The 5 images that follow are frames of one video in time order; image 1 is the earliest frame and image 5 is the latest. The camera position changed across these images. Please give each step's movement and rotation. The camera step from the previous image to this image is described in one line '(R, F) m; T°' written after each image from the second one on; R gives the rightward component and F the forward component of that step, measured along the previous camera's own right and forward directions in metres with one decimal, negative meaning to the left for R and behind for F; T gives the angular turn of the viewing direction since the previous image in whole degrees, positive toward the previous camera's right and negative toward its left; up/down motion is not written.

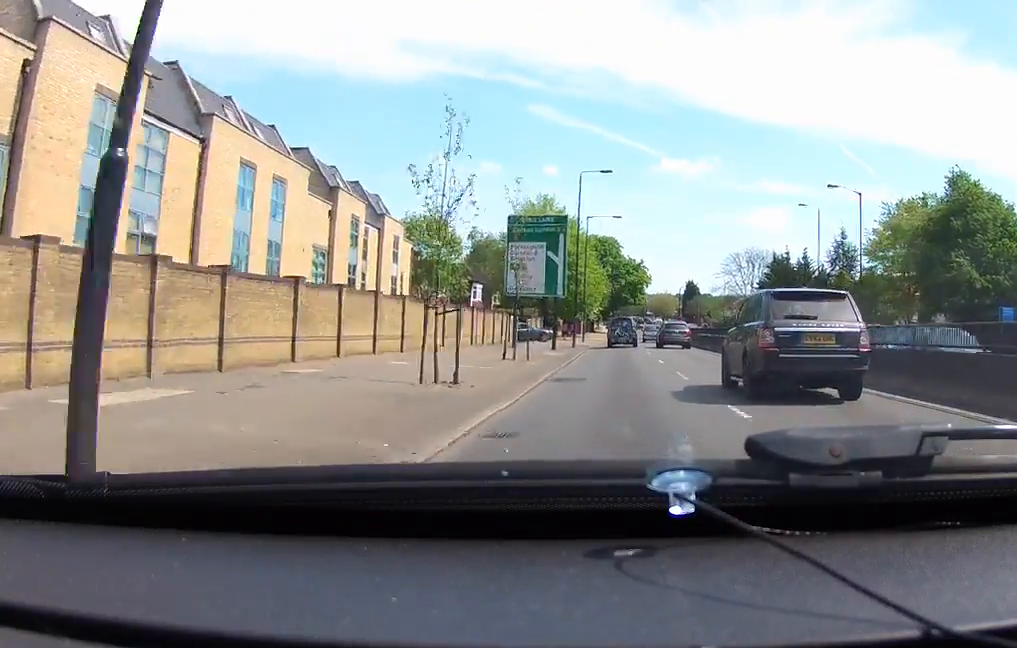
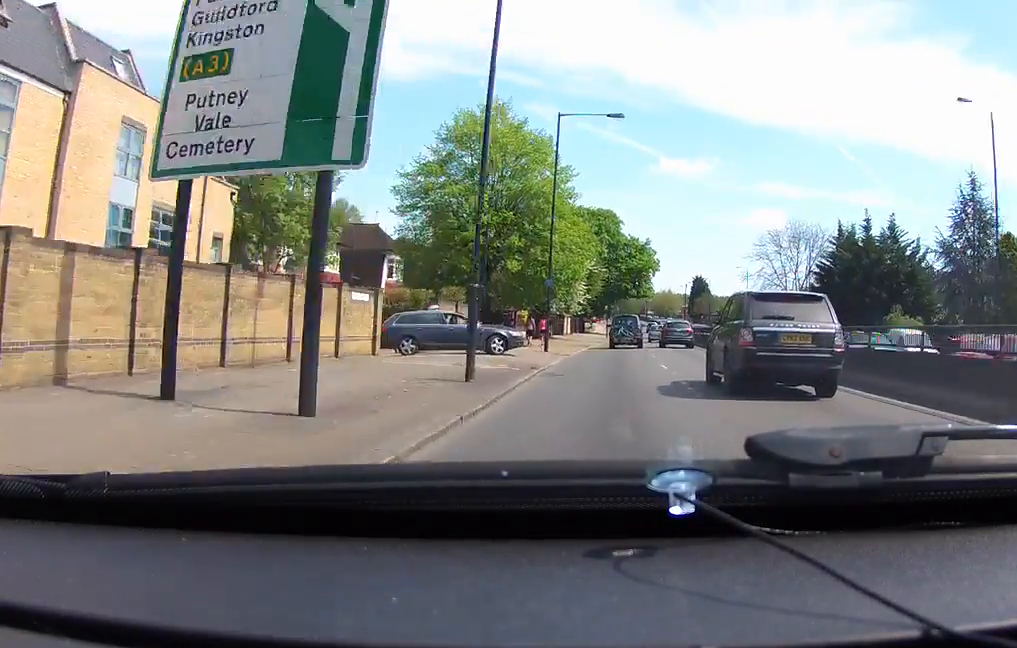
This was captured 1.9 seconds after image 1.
(+0.2, +30.4) m; -3°
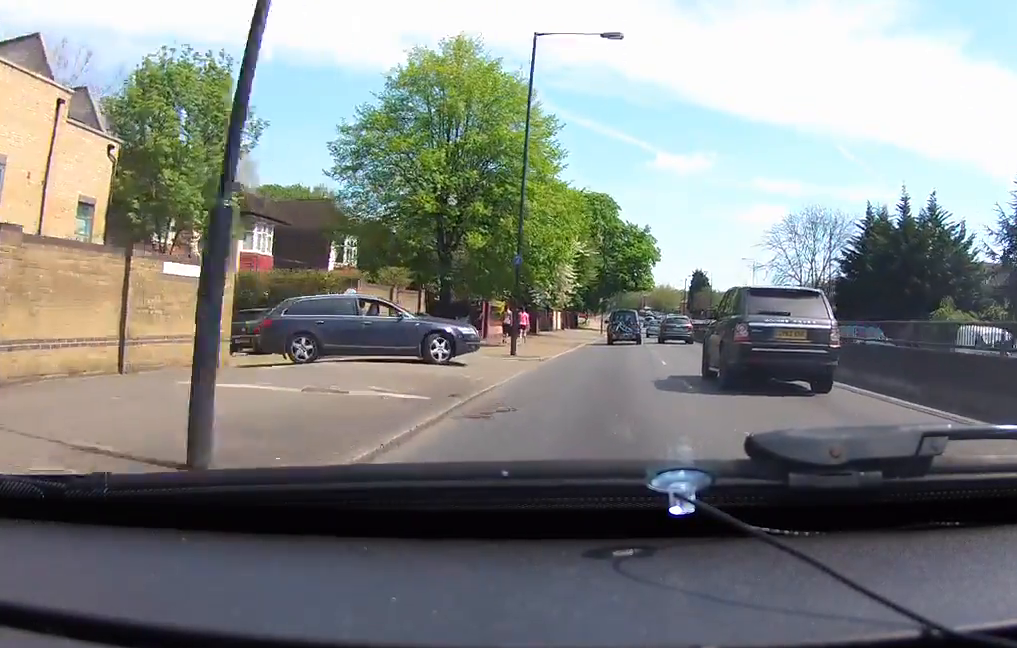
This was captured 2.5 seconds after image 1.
(0.0, +9.2) m; -3°
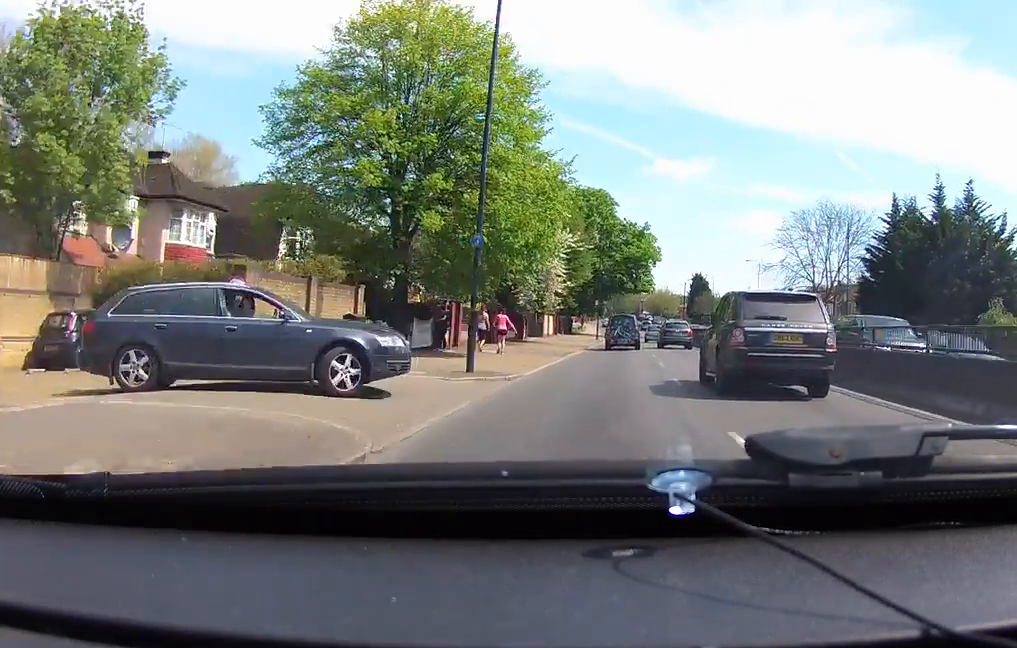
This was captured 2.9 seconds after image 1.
(-0.7, +6.6) m; 0°
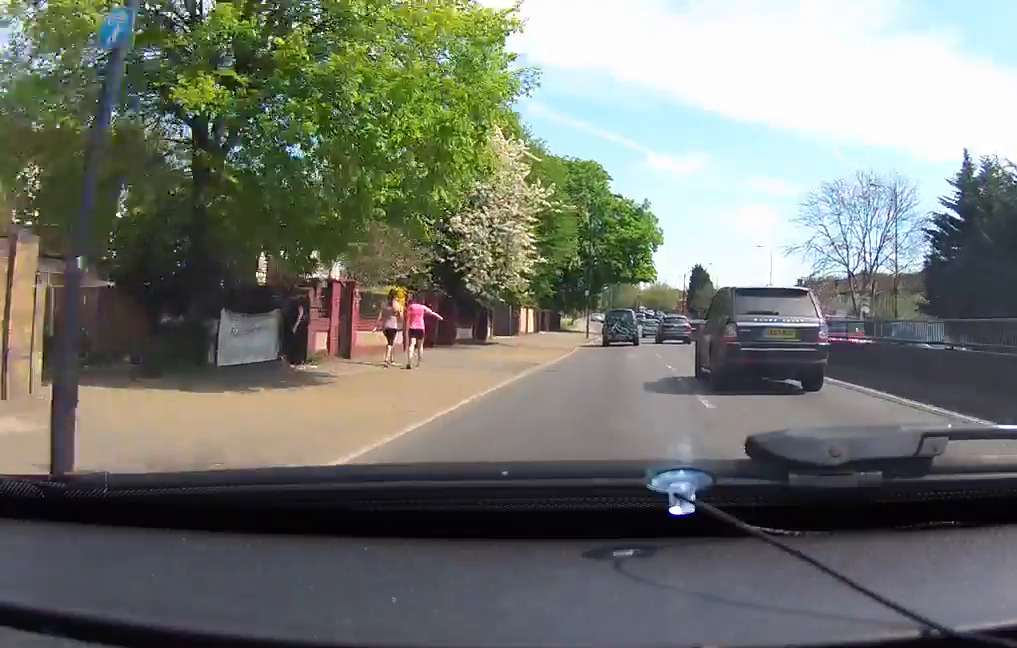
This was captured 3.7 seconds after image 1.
(-0.1, +13.2) m; +2°
